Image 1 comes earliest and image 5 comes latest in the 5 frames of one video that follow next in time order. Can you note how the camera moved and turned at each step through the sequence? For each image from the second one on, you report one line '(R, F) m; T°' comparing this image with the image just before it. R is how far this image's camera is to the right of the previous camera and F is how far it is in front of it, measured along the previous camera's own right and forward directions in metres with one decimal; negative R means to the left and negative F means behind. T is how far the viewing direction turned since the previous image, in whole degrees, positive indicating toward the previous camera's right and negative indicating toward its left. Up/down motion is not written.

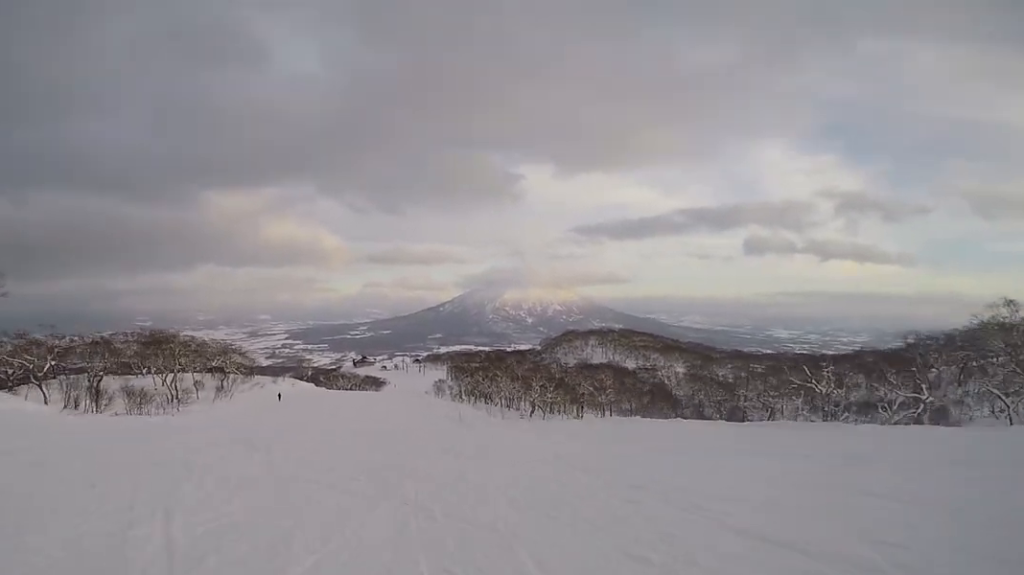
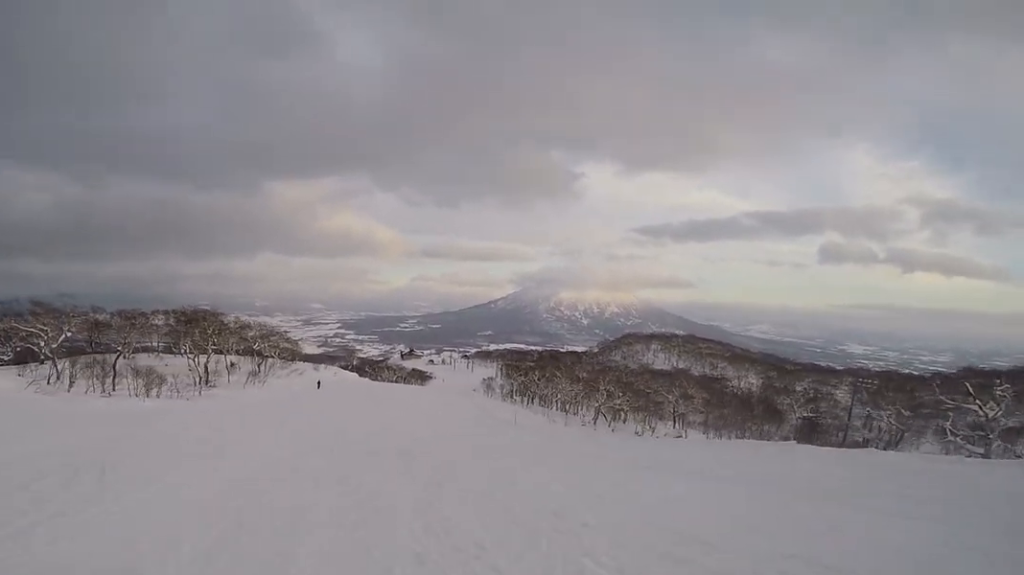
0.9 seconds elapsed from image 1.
(-0.1, +7.3) m; -8°
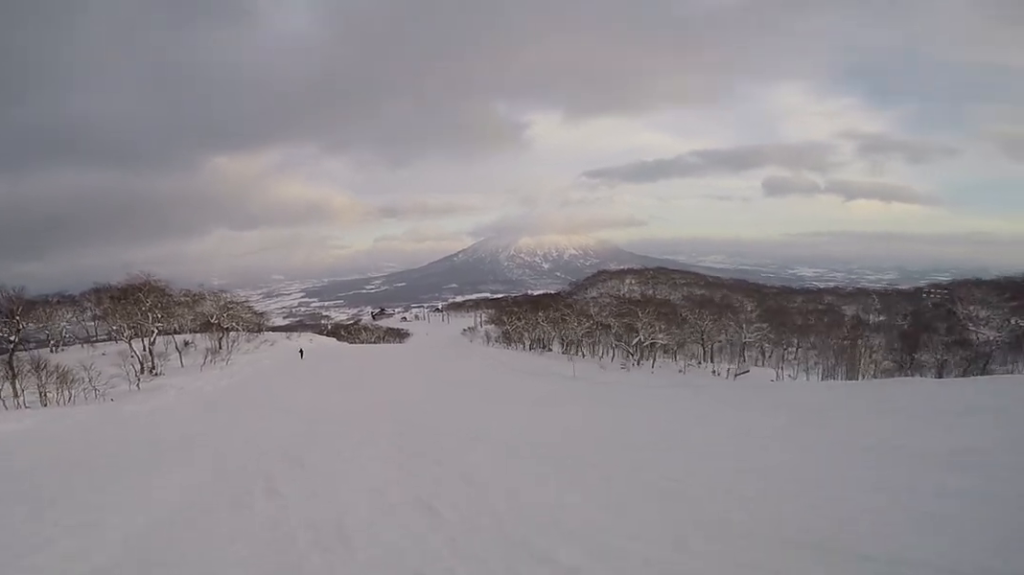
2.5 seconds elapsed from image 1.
(-0.4, +14.3) m; +10°
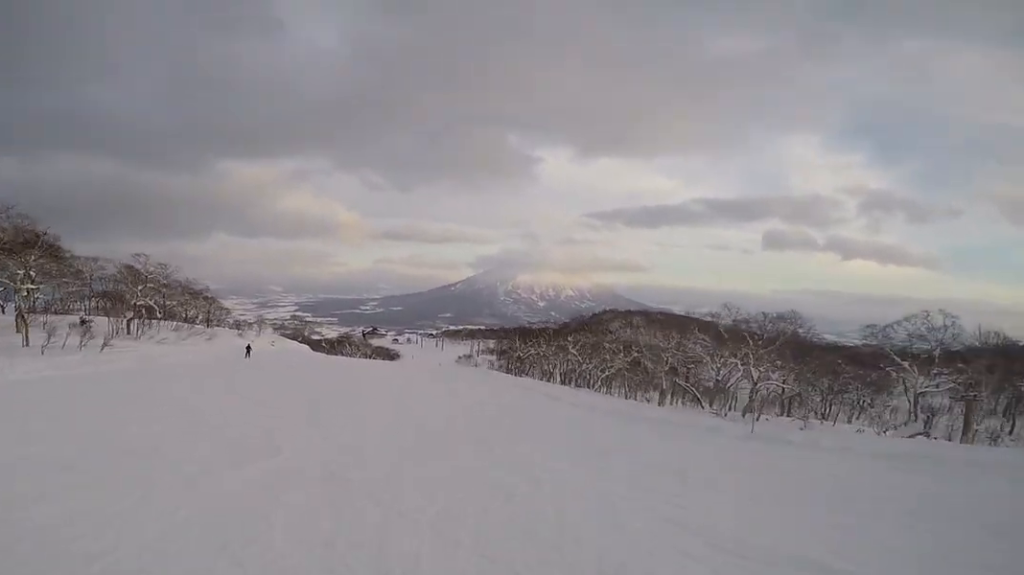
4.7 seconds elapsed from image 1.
(+2.7, +21.2) m; +1°
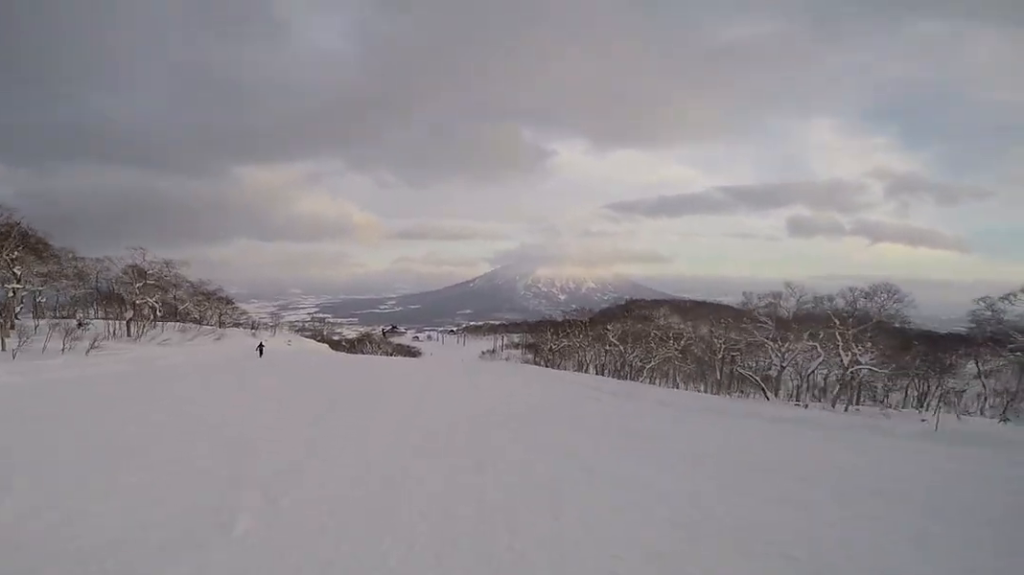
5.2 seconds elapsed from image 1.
(-0.2, +5.2) m; -2°
